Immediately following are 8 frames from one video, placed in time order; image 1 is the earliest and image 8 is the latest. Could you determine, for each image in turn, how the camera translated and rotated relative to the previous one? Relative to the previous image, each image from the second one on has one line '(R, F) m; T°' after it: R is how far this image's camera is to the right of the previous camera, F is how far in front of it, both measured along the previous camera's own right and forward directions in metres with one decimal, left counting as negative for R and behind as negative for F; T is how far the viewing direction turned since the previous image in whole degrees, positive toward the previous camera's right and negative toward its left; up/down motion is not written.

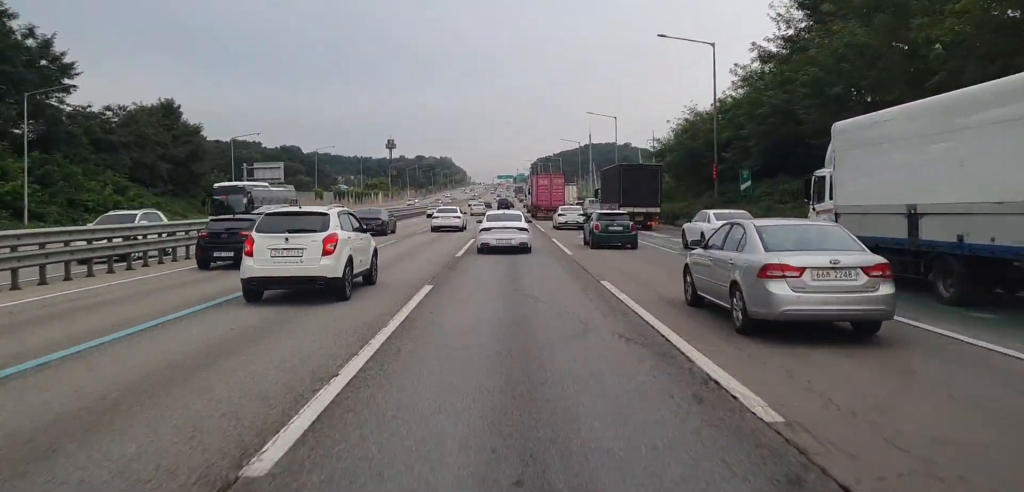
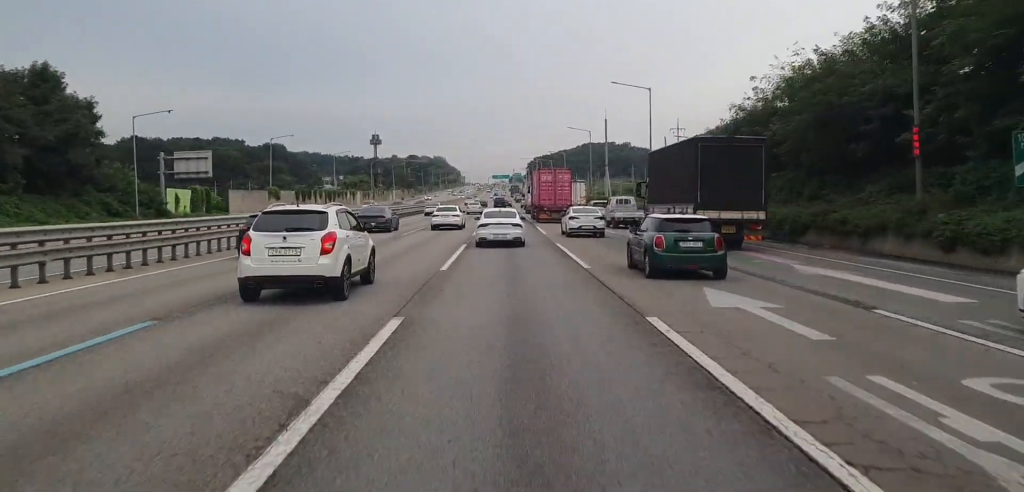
(0.0, +25.4) m; 0°
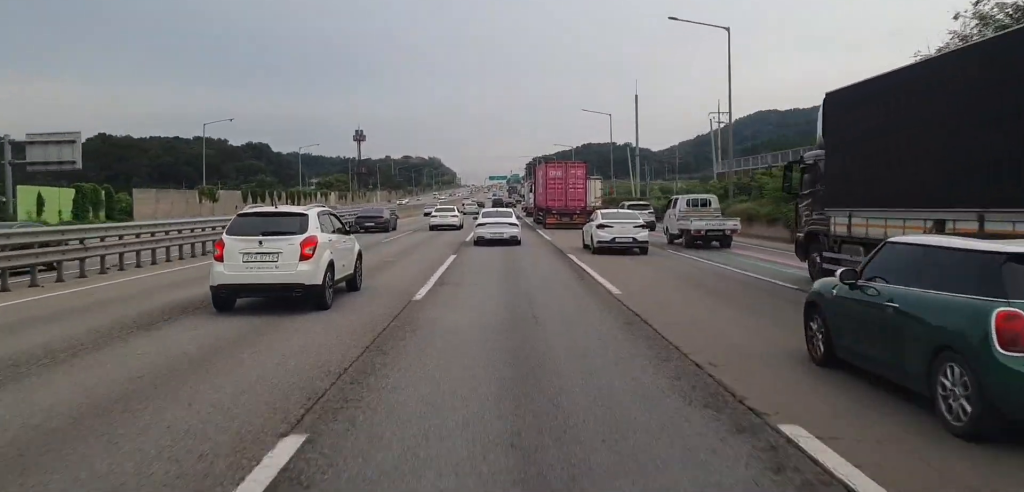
(+0.3, +25.9) m; +1°
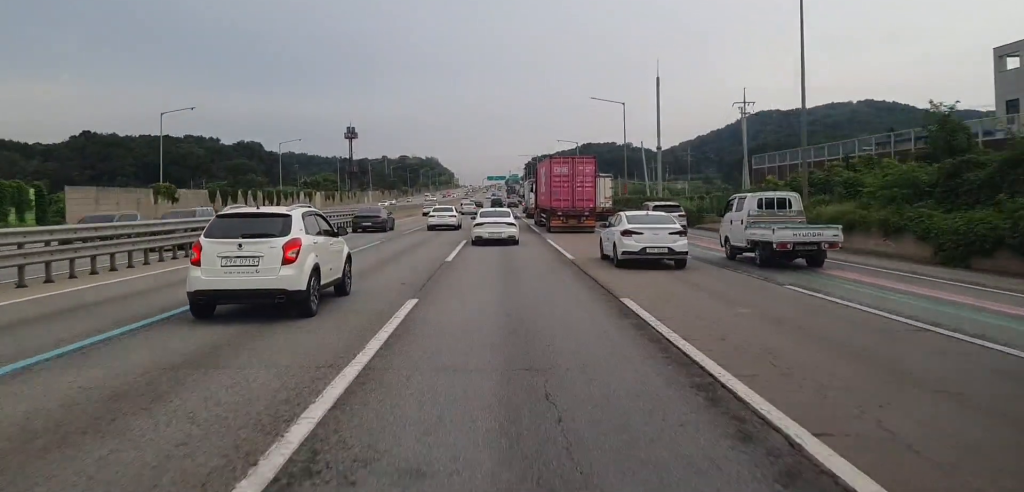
(+0.1, +11.7) m; 0°
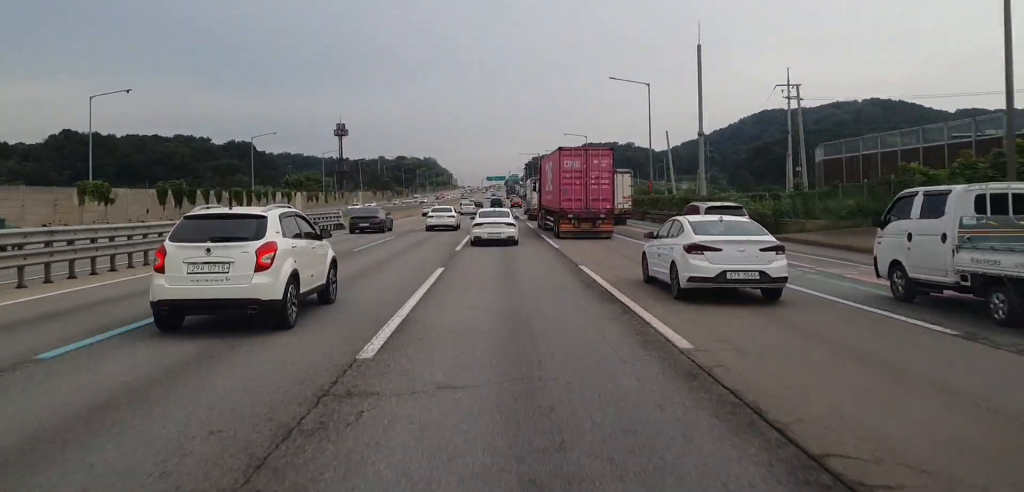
(0.0, +14.2) m; 0°
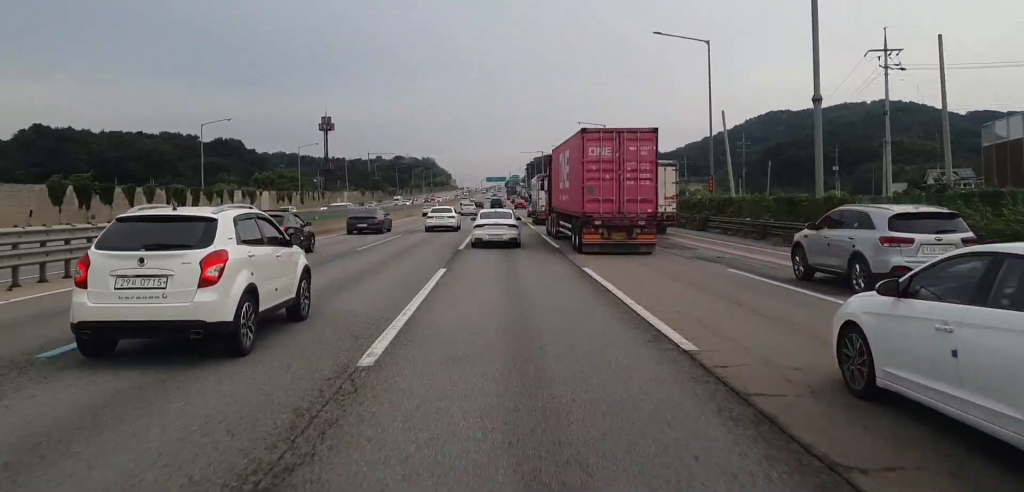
(-0.3, +19.6) m; 0°
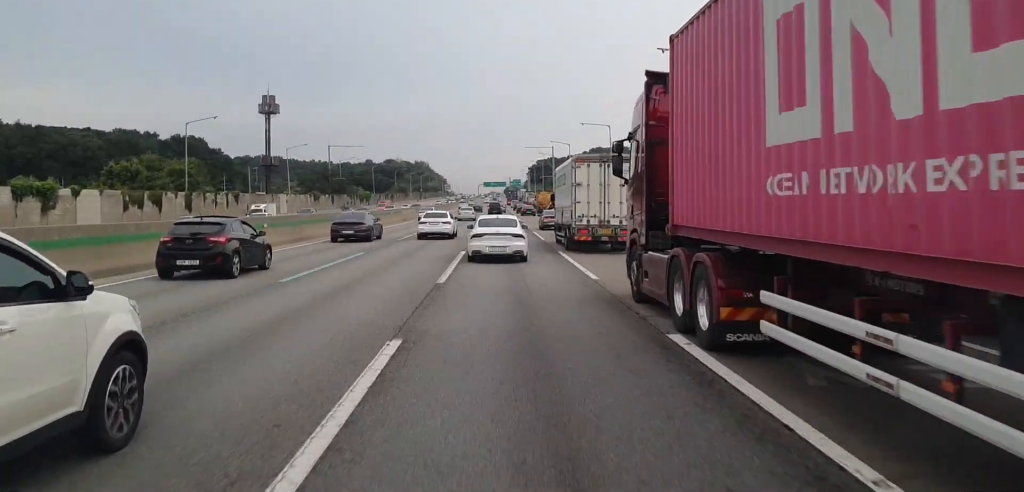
(+0.4, +49.9) m; 0°
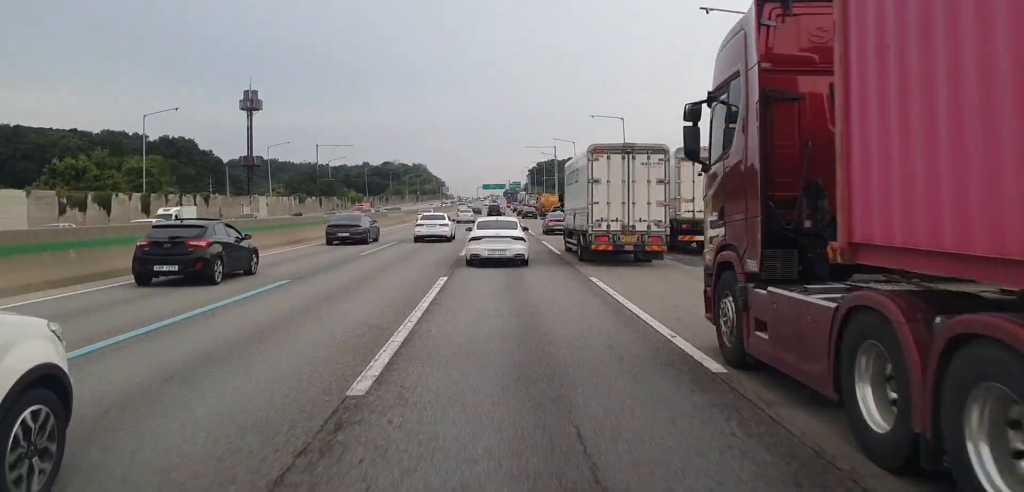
(0.0, +11.3) m; 0°
